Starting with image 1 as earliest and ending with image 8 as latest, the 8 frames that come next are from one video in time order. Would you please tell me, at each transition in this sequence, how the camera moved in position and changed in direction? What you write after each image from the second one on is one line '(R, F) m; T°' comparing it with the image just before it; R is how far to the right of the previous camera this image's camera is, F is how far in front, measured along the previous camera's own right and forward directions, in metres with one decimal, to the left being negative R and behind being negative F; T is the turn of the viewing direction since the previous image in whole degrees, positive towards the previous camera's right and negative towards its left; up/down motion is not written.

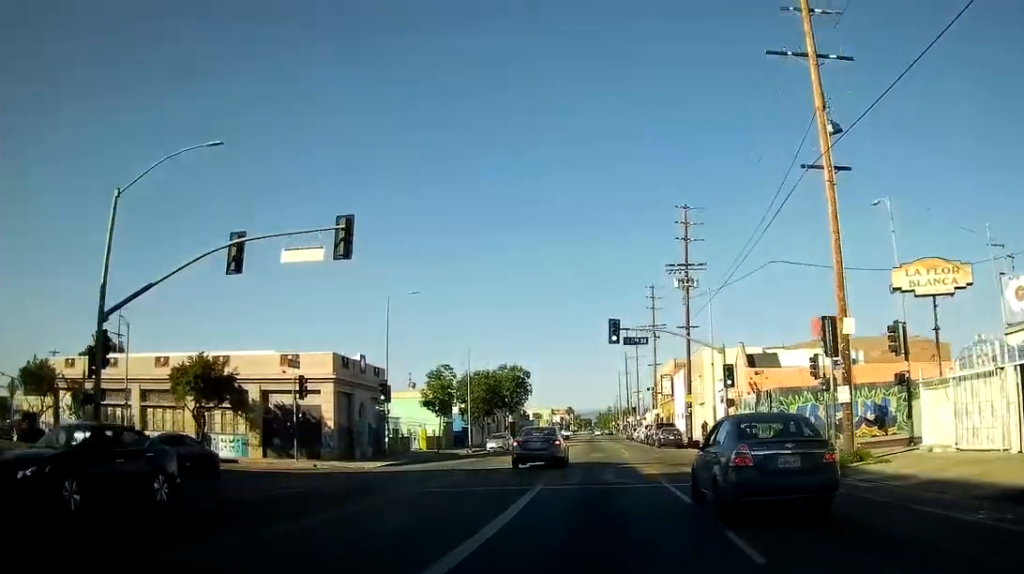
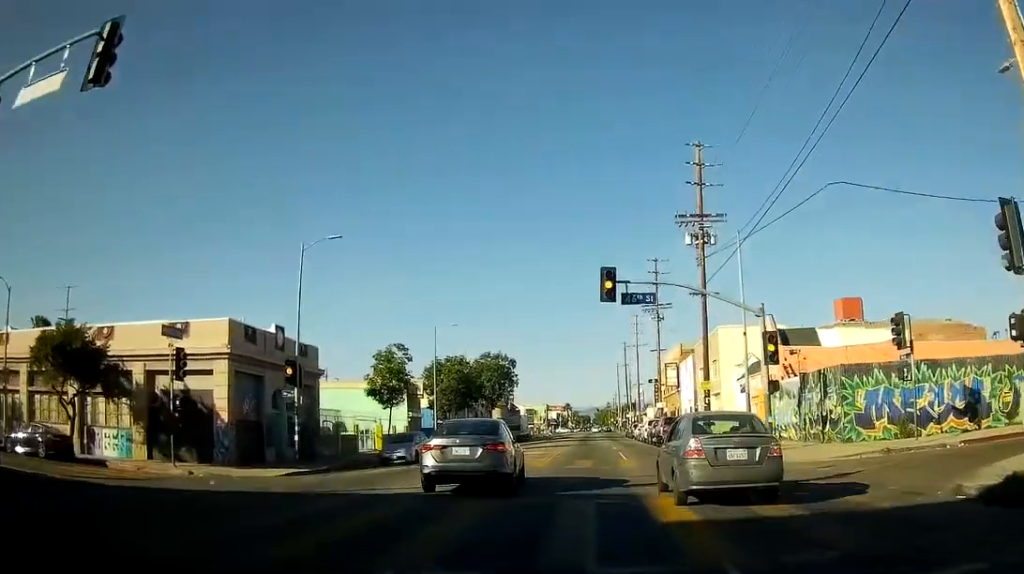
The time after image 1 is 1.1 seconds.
(-0.2, +12.2) m; -3°
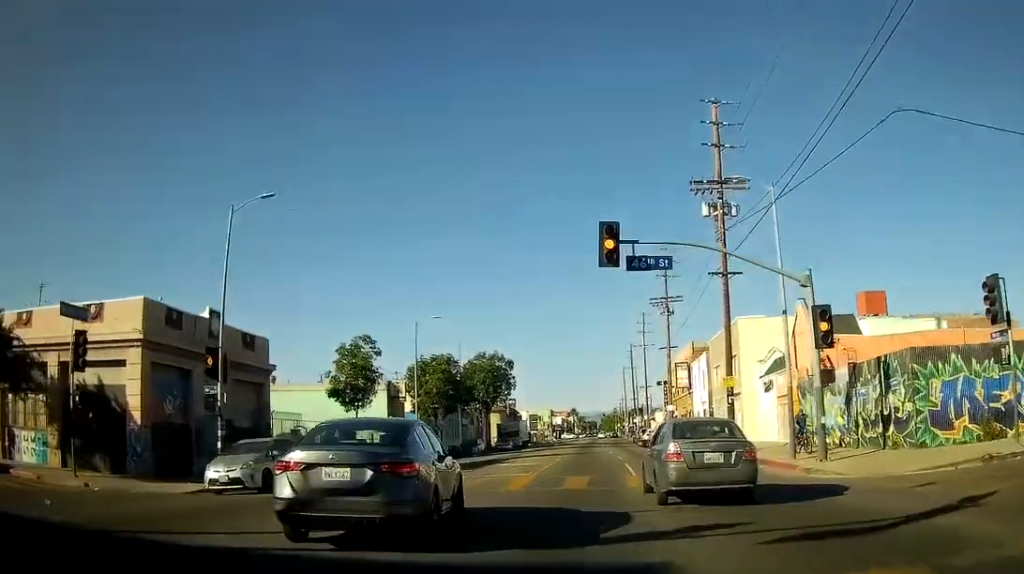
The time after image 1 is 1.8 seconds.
(-0.1, +7.2) m; -1°
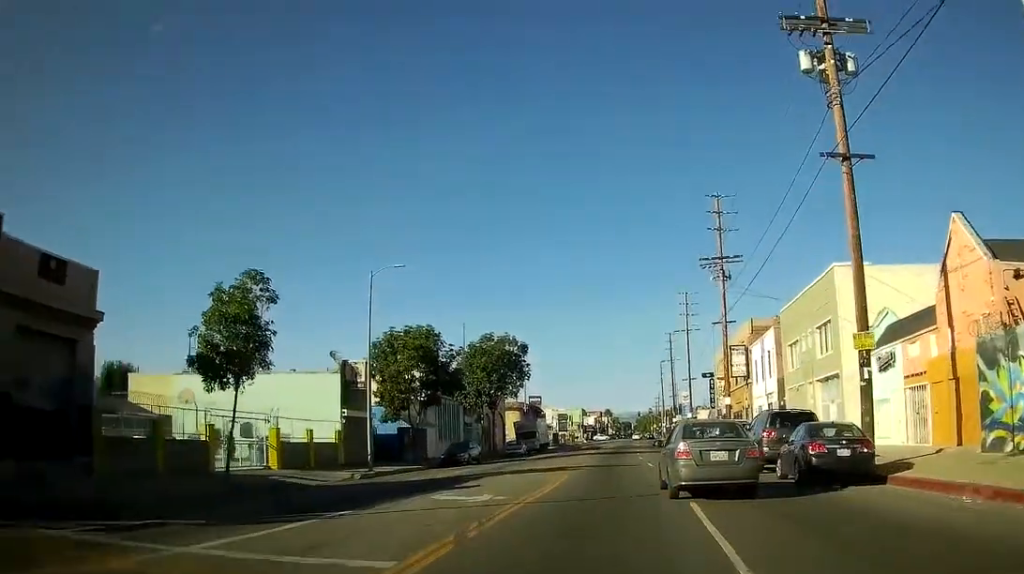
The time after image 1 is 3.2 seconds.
(0.0, +15.7) m; 0°
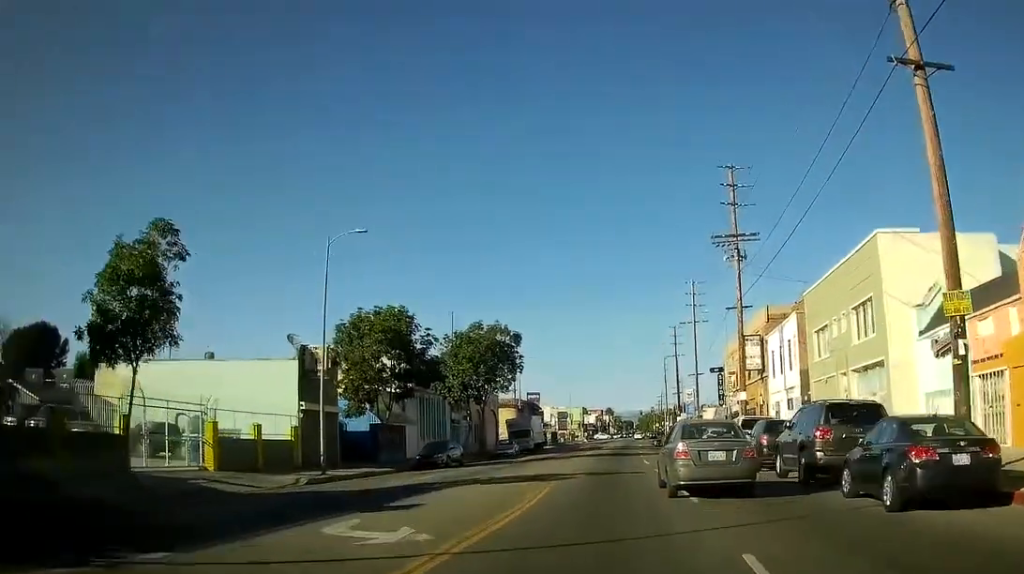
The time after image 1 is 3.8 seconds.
(0.0, +6.0) m; 0°
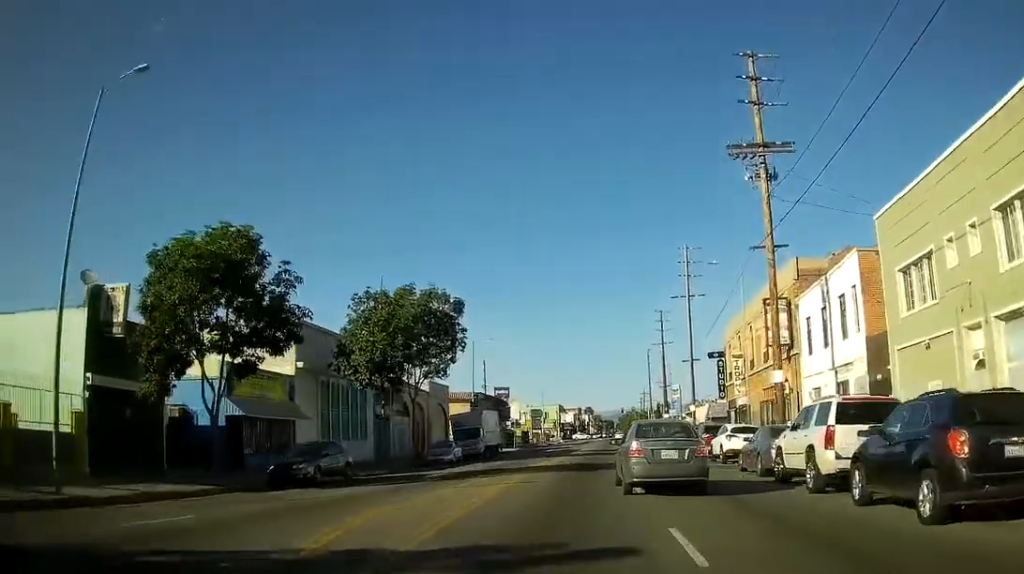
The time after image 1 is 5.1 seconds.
(0.0, +14.7) m; 0°
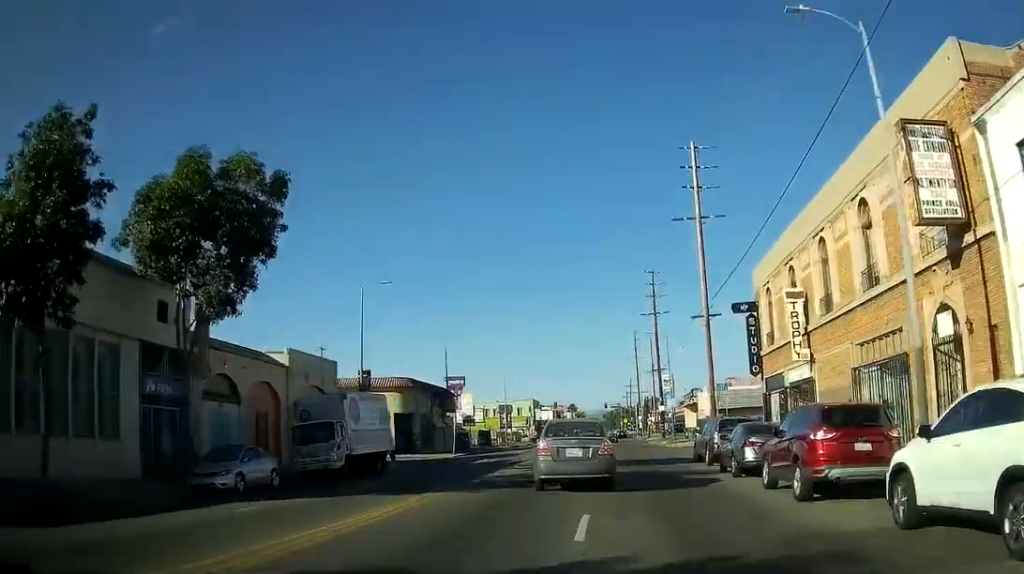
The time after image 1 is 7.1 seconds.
(0.0, +23.7) m; +3°
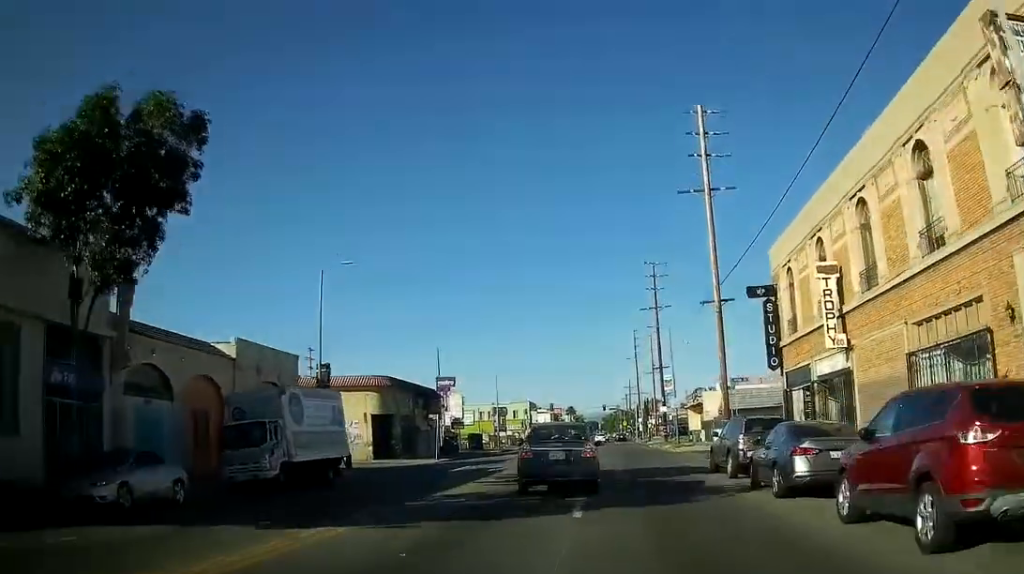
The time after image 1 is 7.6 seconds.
(0.0, +5.5) m; +1°
